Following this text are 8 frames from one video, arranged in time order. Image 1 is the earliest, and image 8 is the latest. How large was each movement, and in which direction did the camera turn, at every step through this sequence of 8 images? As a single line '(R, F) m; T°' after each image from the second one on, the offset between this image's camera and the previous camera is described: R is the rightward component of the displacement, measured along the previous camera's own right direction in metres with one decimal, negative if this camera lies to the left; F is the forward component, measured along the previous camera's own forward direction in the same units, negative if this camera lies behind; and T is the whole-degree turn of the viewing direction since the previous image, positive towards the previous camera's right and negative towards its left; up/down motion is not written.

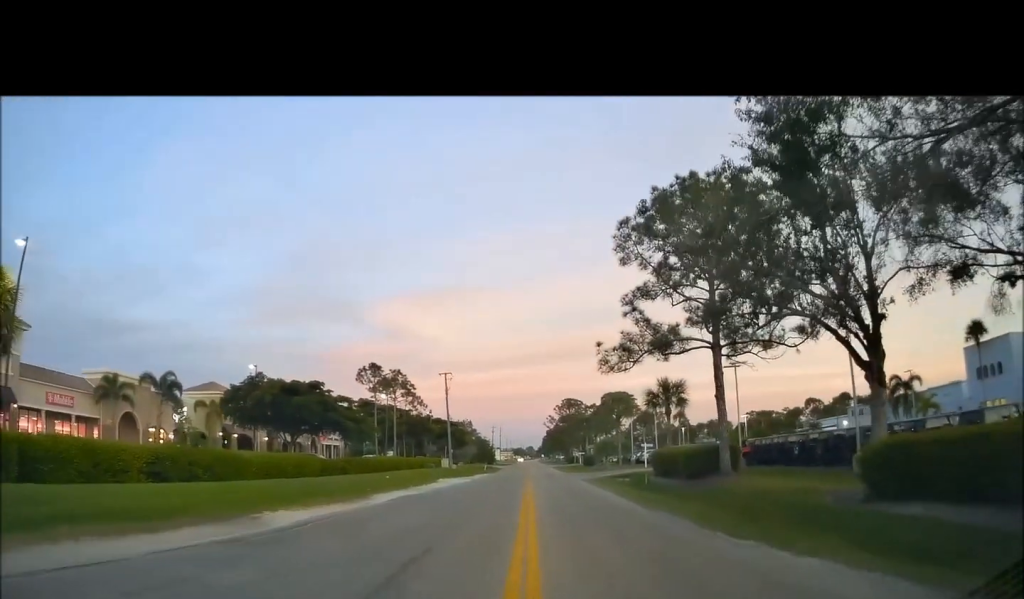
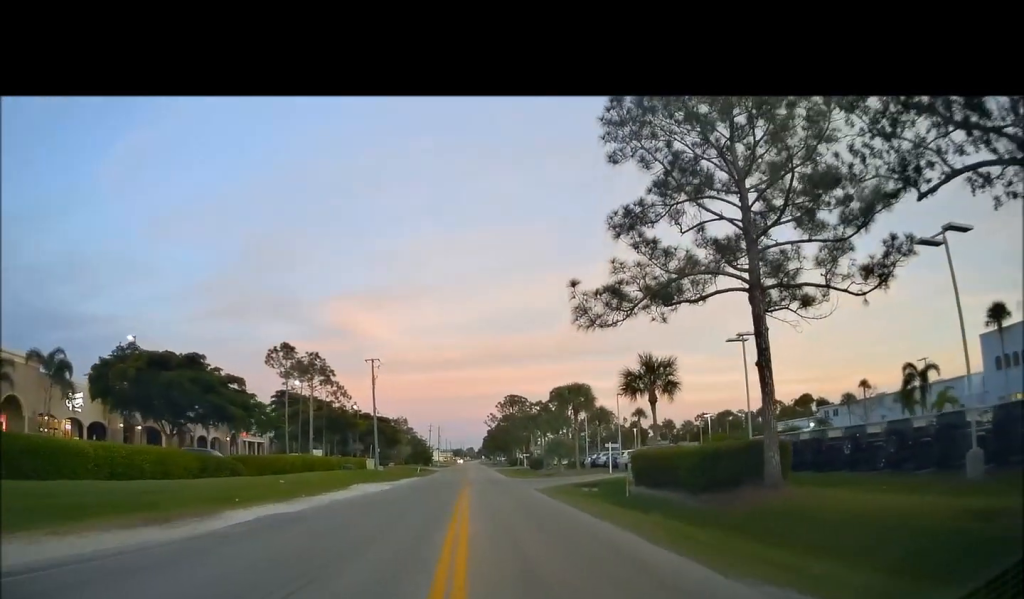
(+0.5, +9.6) m; +7°
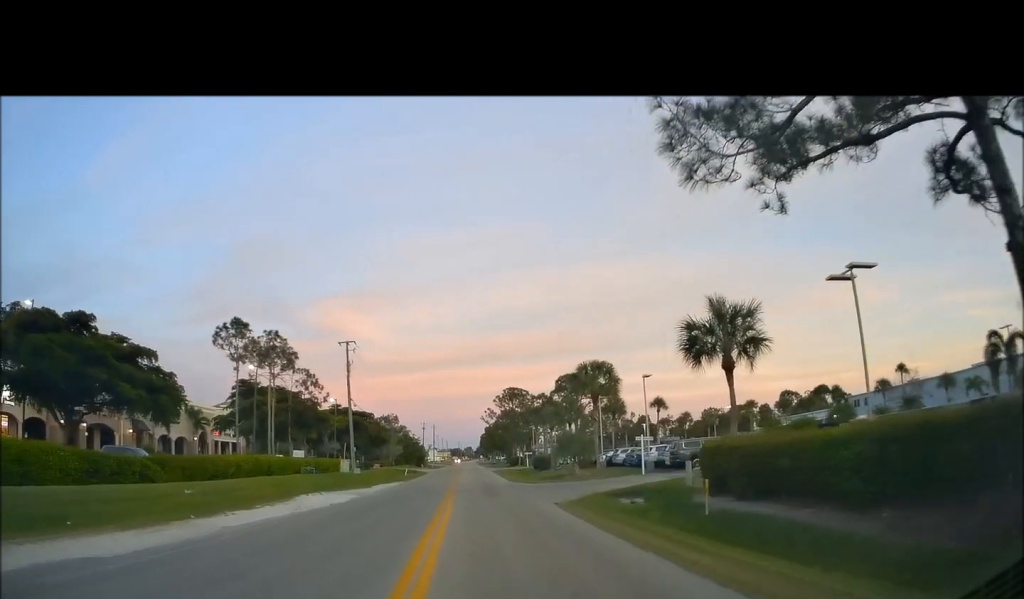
(+0.6, +9.9) m; +5°
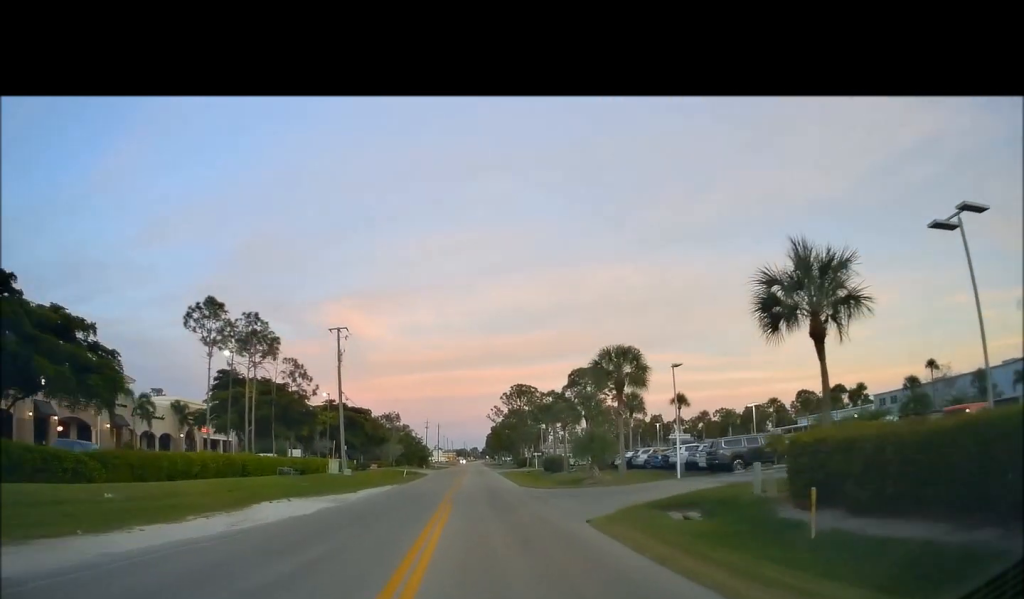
(0.0, +5.6) m; -1°
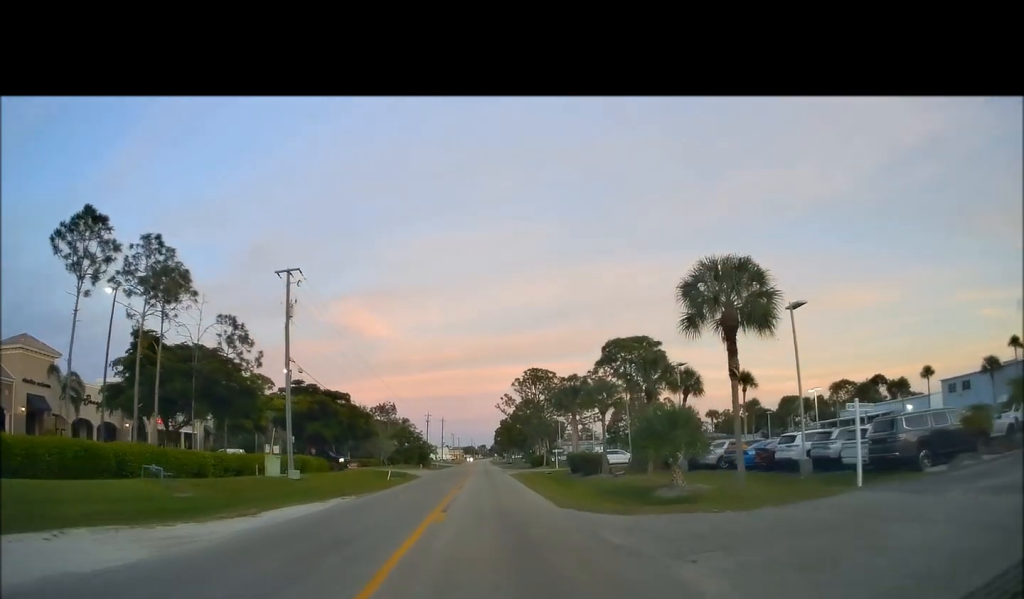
(-0.6, +15.2) m; -2°
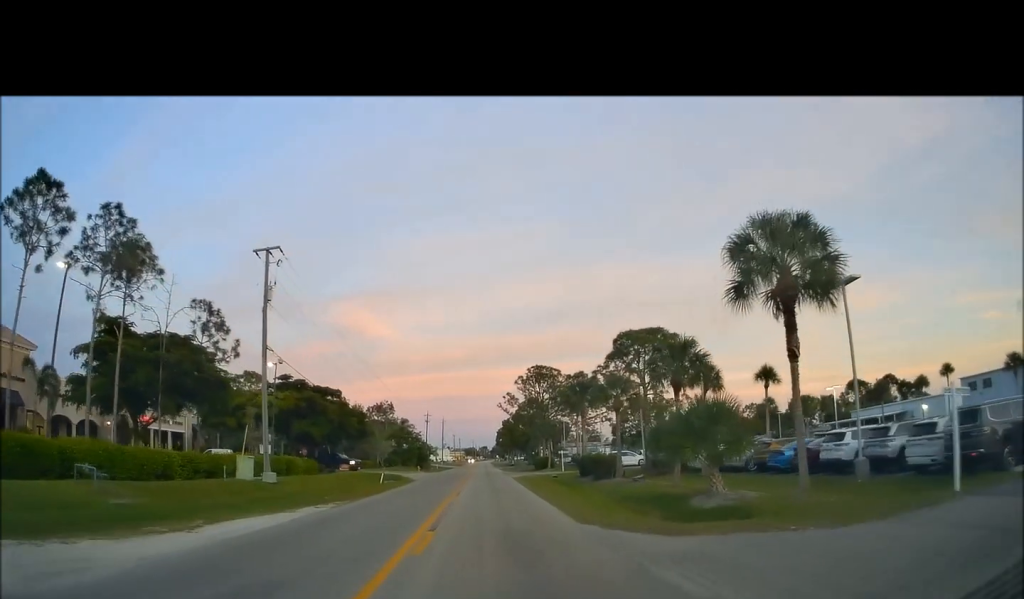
(+0.2, +4.1) m; 0°
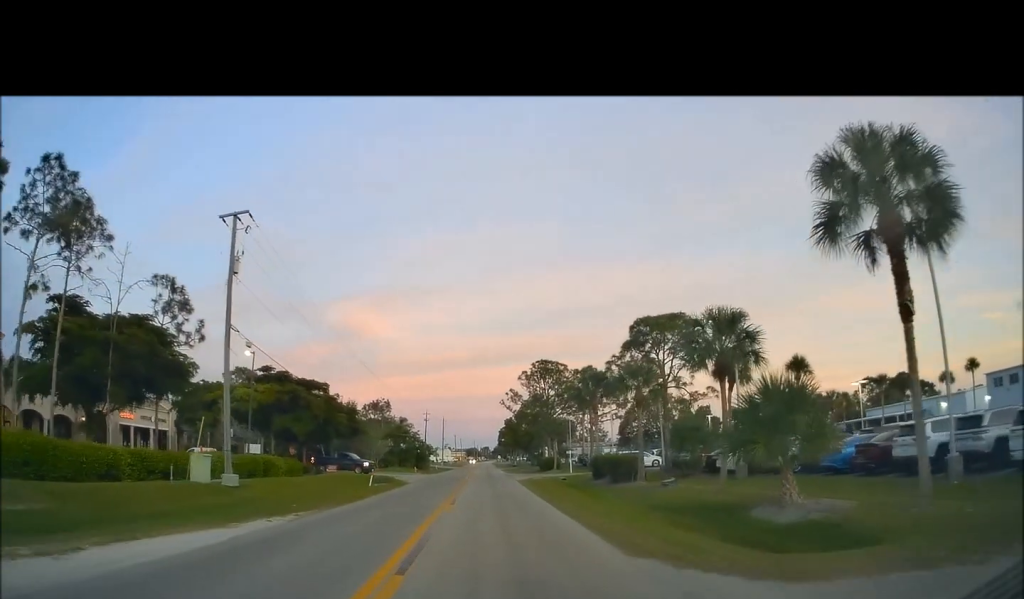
(+0.1, +5.1) m; 0°
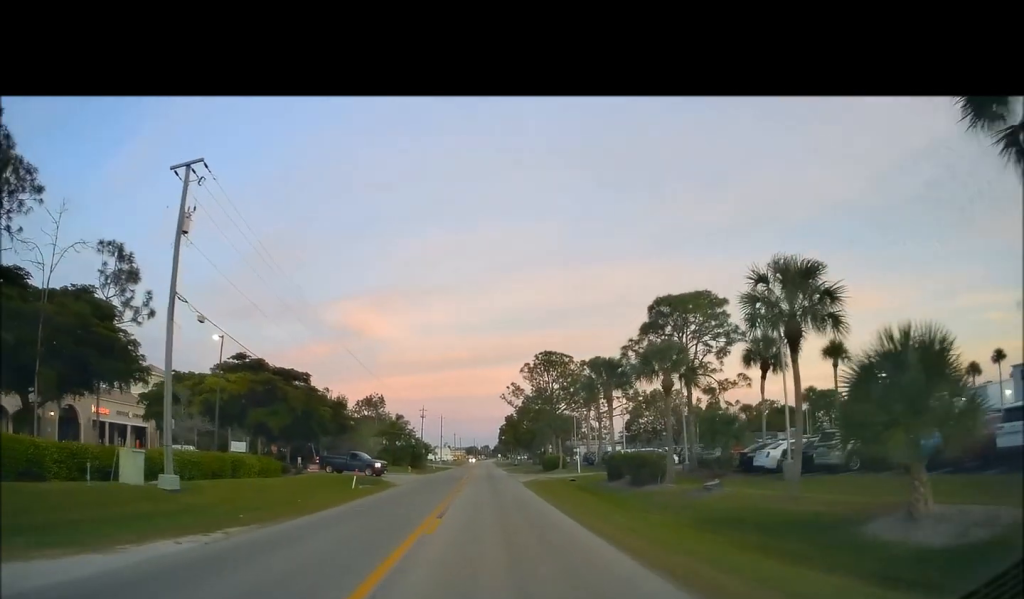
(-0.3, +5.2) m; 0°
